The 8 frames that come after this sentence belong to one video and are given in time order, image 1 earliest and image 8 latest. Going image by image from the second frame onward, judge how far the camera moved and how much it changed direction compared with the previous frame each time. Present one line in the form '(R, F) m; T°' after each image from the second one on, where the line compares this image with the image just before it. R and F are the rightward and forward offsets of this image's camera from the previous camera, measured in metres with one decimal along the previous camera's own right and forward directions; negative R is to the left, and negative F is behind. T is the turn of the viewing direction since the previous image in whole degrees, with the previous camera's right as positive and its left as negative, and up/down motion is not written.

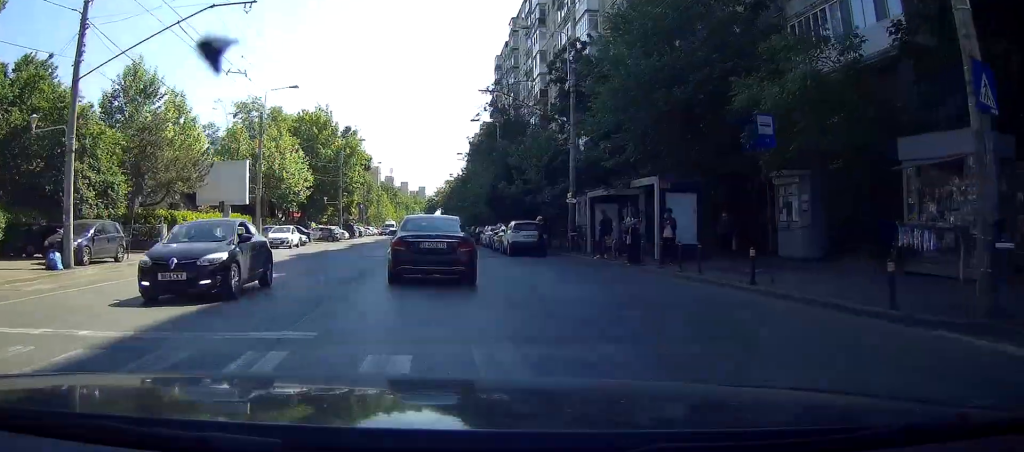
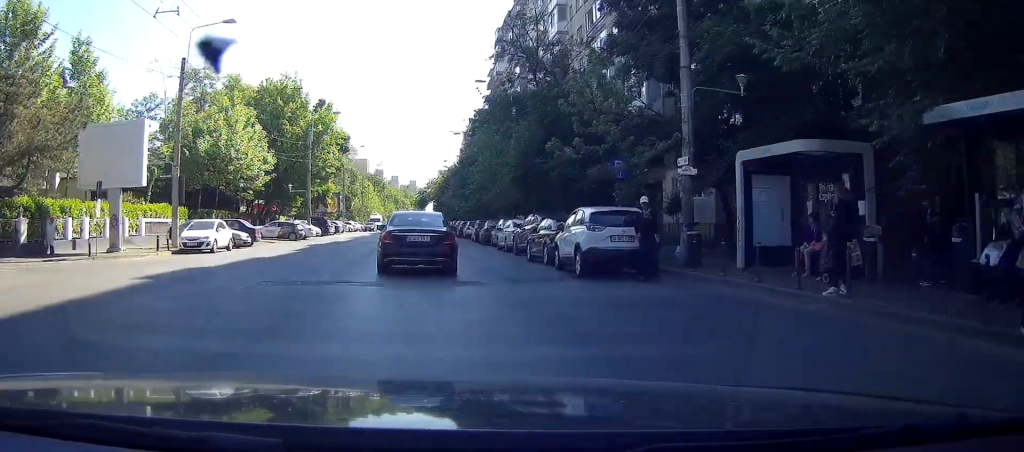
(-0.3, +17.0) m; -2°
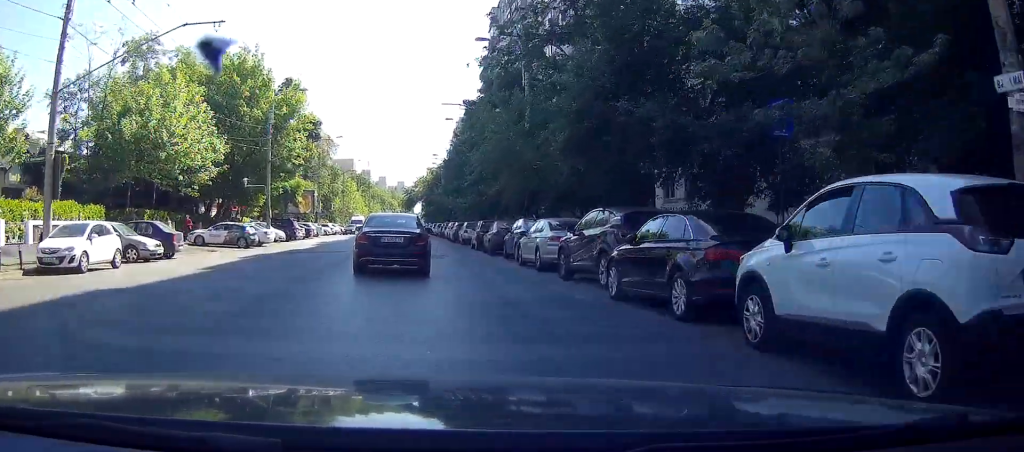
(-0.2, +12.6) m; -1°
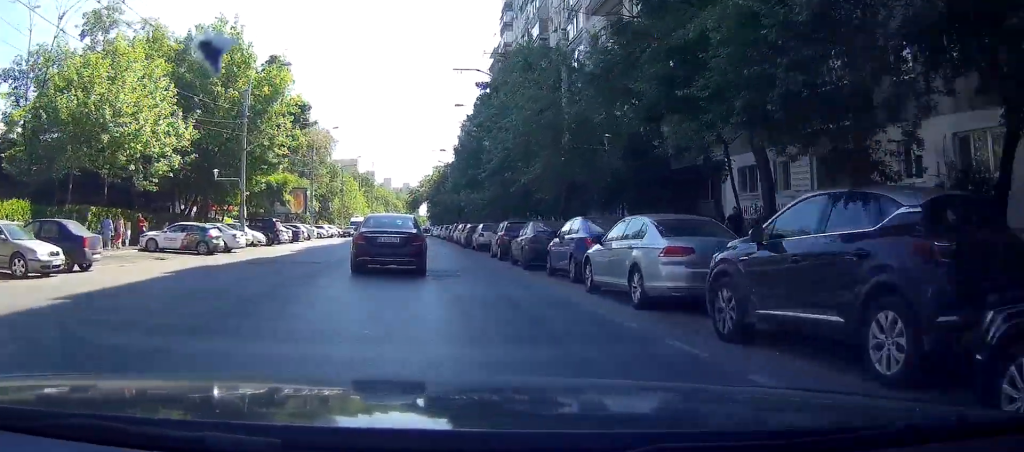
(-0.1, +9.0) m; -1°
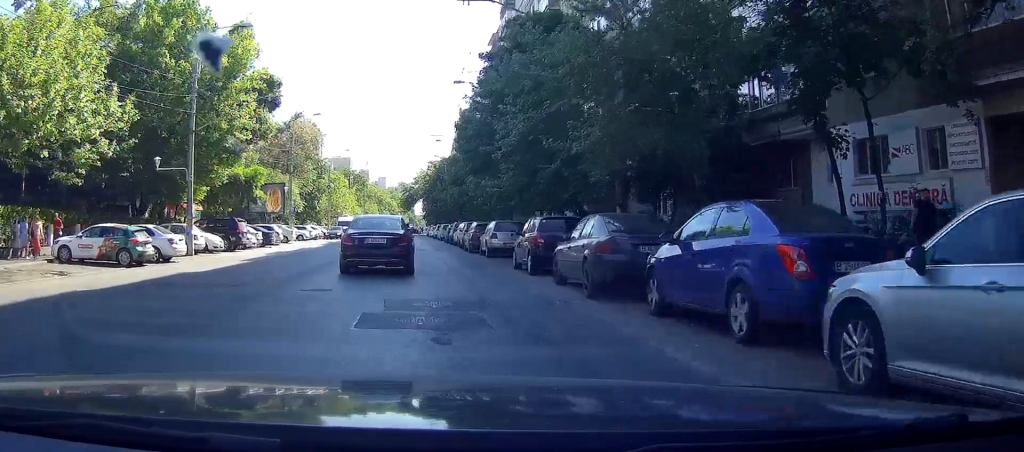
(0.0, +9.2) m; 0°
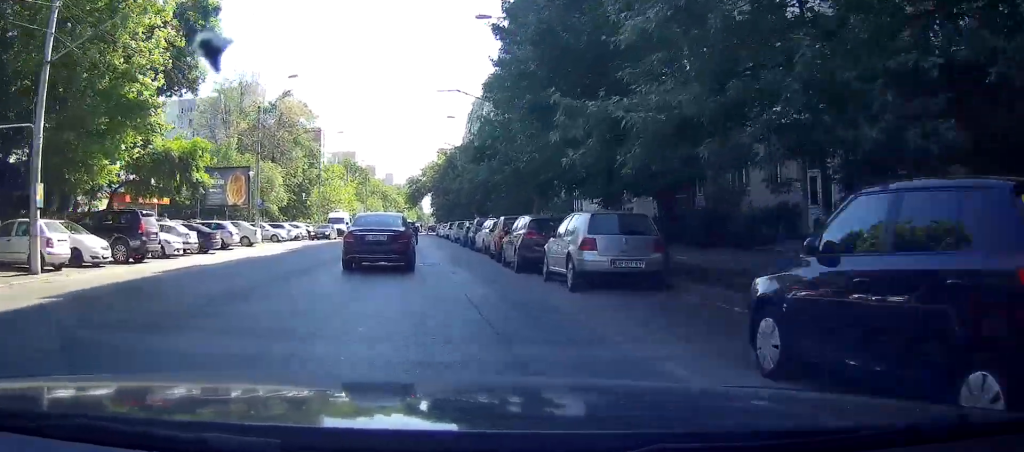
(-0.1, +15.5) m; -1°
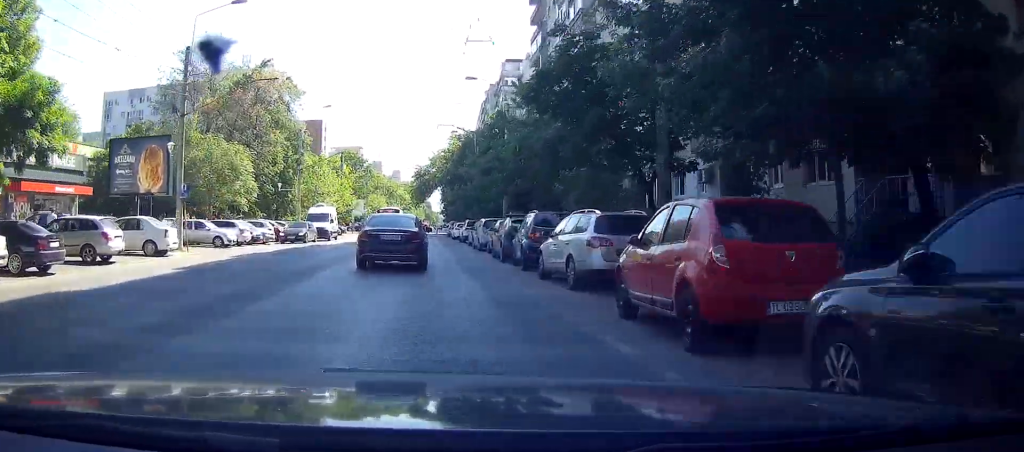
(-0.1, +17.0) m; 0°
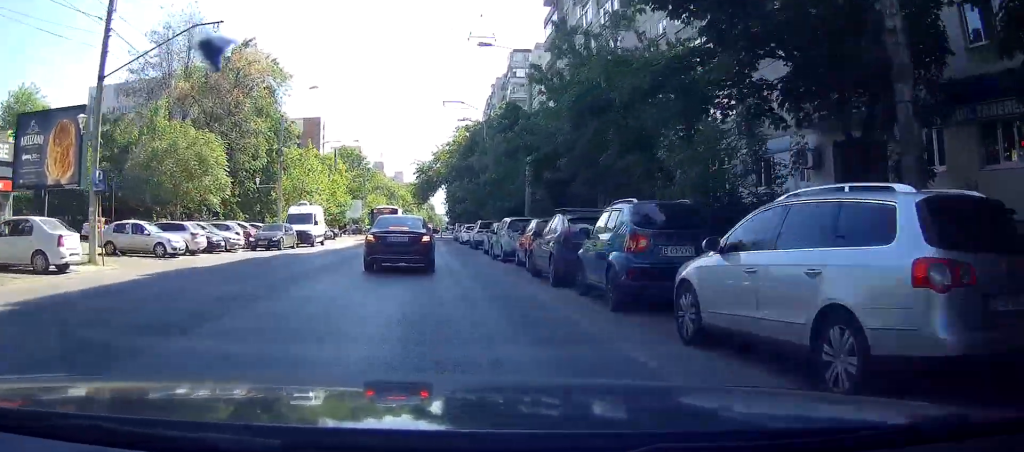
(0.0, +8.9) m; +1°
